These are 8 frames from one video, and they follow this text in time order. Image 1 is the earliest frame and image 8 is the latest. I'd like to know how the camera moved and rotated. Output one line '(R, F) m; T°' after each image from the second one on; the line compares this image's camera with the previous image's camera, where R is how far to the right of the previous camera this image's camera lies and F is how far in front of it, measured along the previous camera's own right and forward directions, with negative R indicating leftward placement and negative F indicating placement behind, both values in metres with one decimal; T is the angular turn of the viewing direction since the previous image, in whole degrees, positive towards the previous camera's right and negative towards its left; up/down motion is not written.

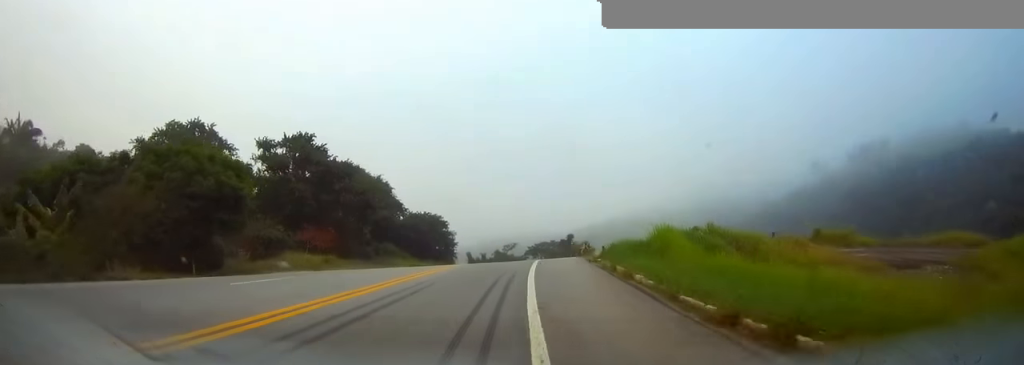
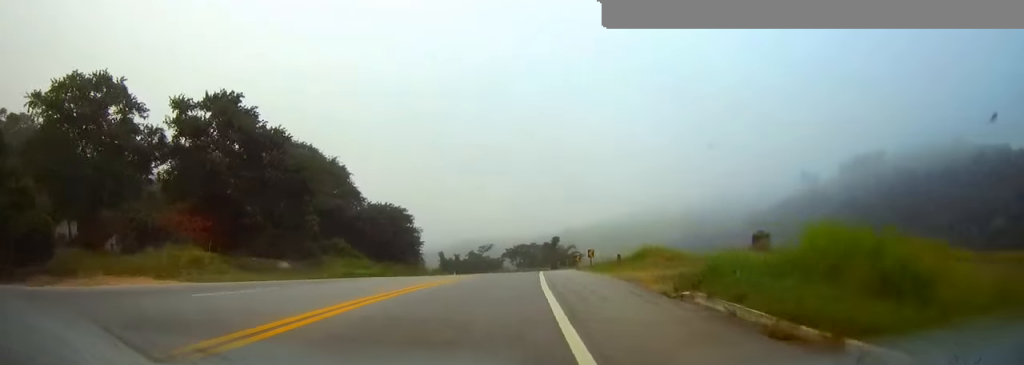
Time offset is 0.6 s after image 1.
(+0.2, +18.6) m; +2°
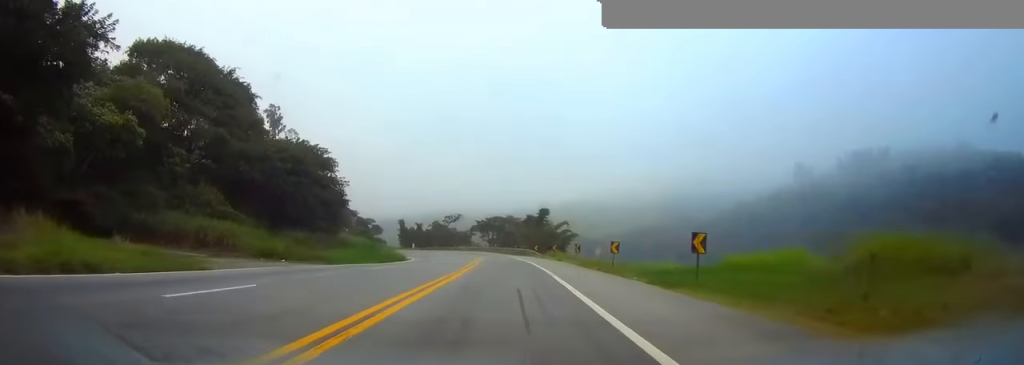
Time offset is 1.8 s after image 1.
(+0.9, +33.7) m; +2°
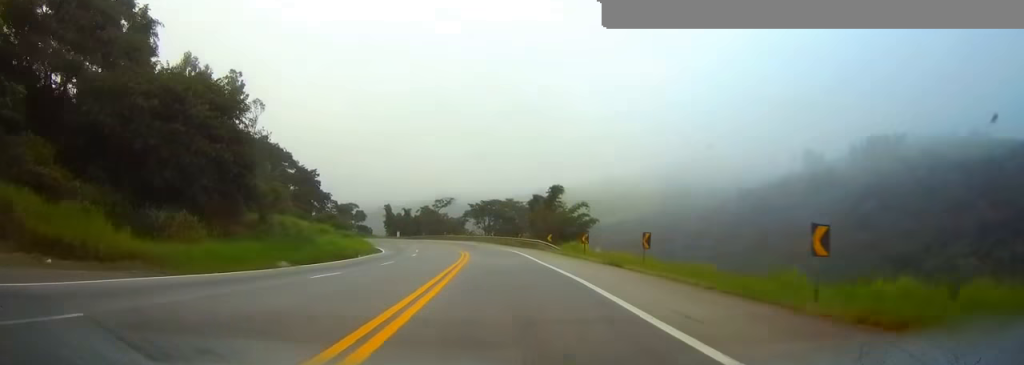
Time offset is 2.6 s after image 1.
(+0.1, +22.9) m; 0°
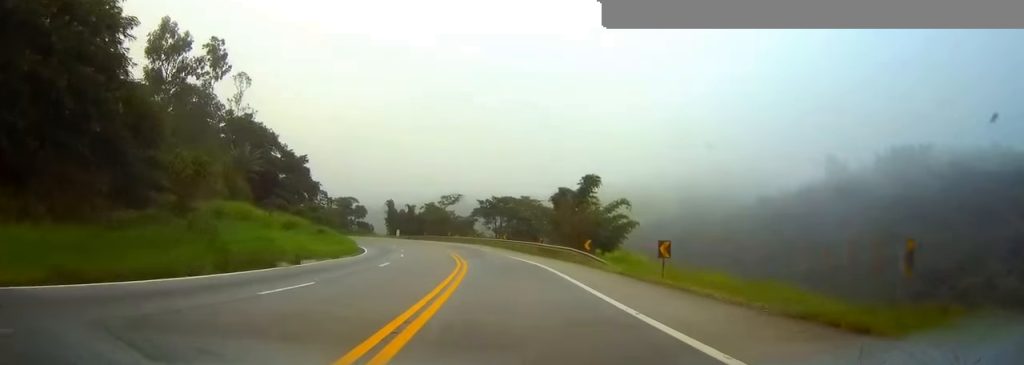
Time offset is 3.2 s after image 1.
(0.0, +17.0) m; -1°
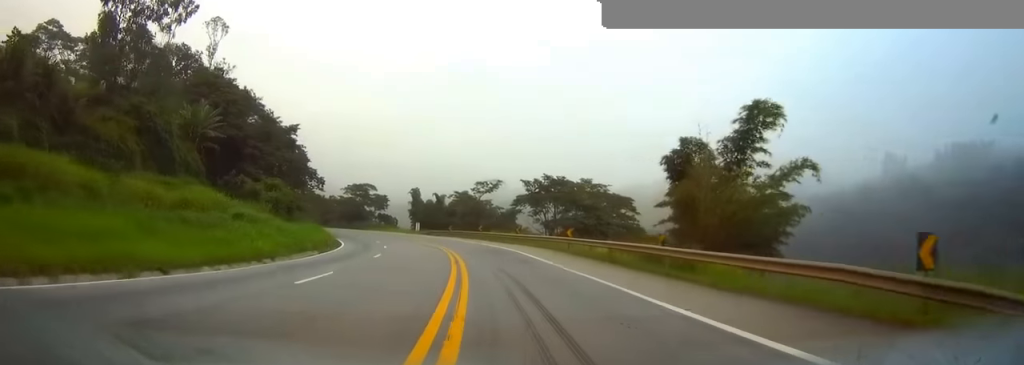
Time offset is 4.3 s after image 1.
(-0.4, +29.8) m; -3°
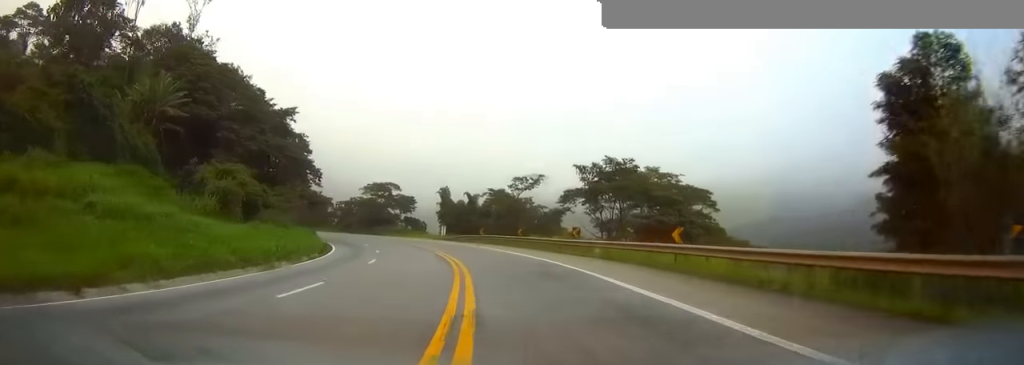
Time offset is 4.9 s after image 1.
(-0.3, +17.4) m; -4°
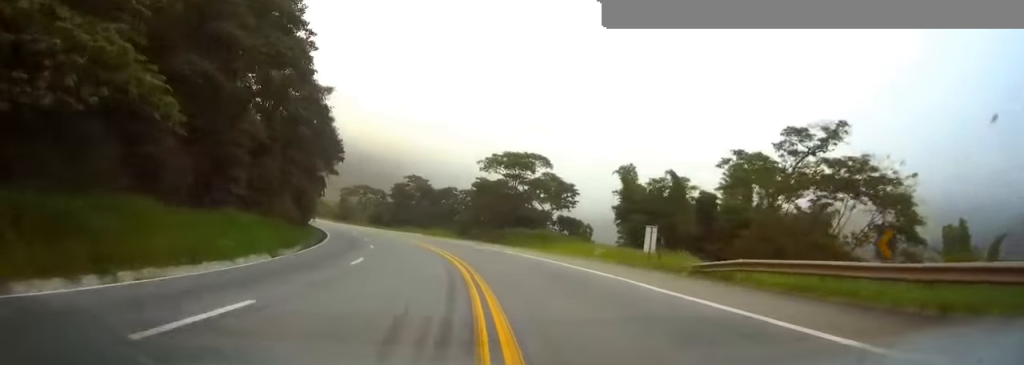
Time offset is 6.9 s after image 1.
(-6.7, +53.7) m; -12°
